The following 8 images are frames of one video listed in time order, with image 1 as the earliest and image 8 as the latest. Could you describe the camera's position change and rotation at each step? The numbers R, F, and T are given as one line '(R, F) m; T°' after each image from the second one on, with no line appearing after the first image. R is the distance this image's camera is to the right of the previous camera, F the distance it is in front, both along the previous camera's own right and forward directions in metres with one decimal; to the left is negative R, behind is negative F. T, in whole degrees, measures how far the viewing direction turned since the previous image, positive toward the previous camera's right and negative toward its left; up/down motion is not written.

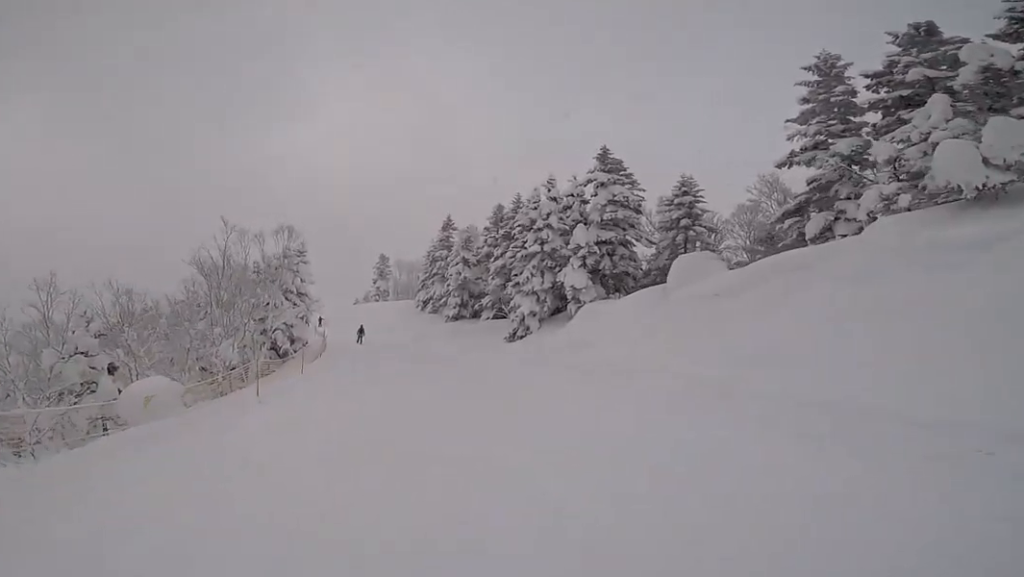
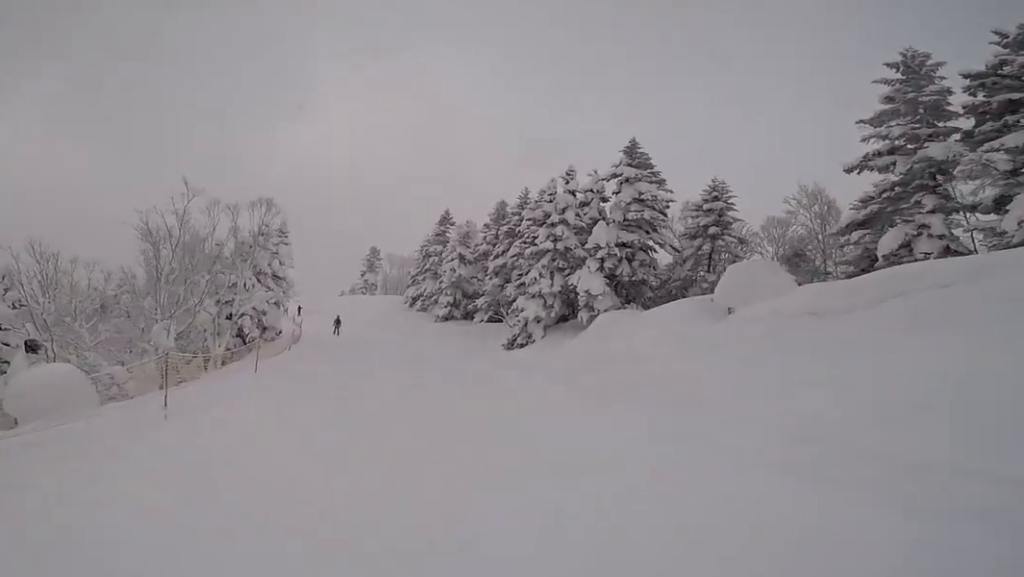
(+0.5, +2.9) m; 0°
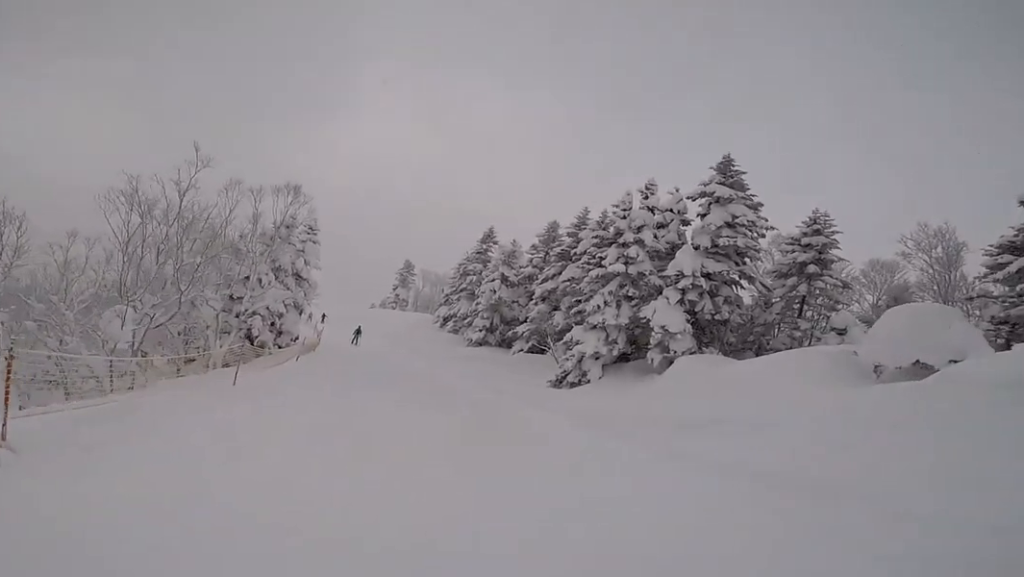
(+0.2, +3.0) m; -2°
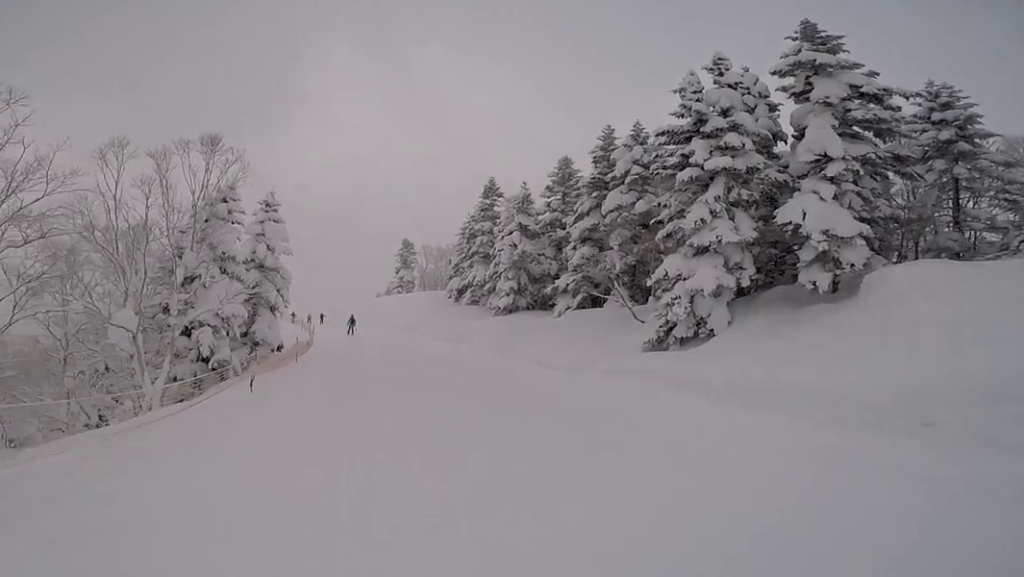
(-1.0, +5.9) m; -9°
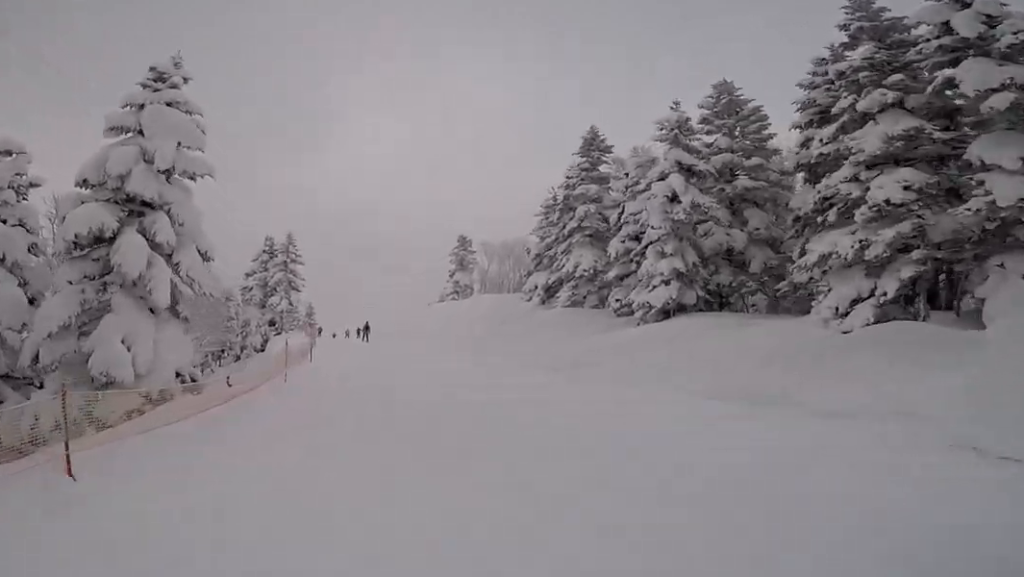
(0.0, +12.2) m; -1°
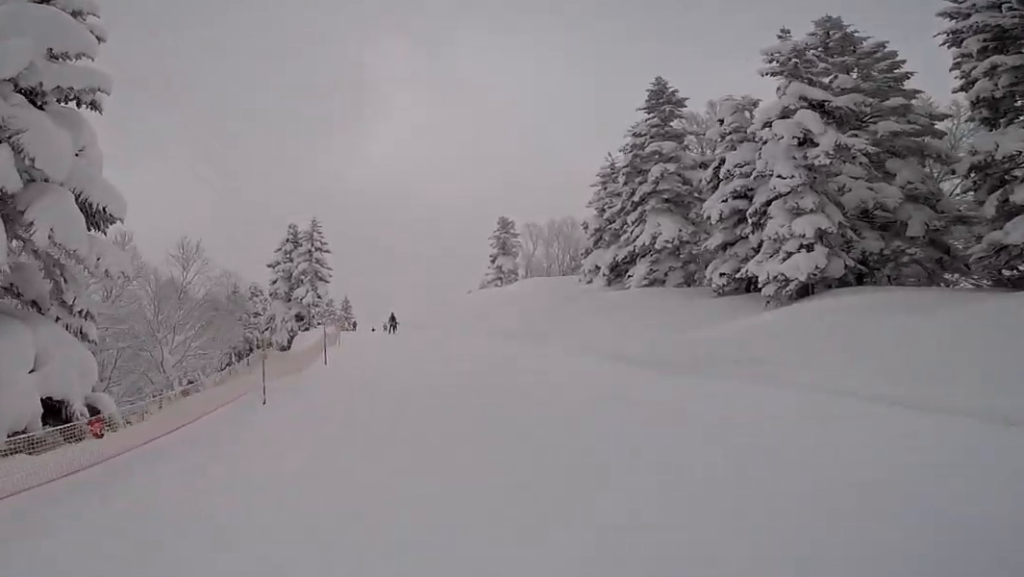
(0.0, +3.9) m; -7°
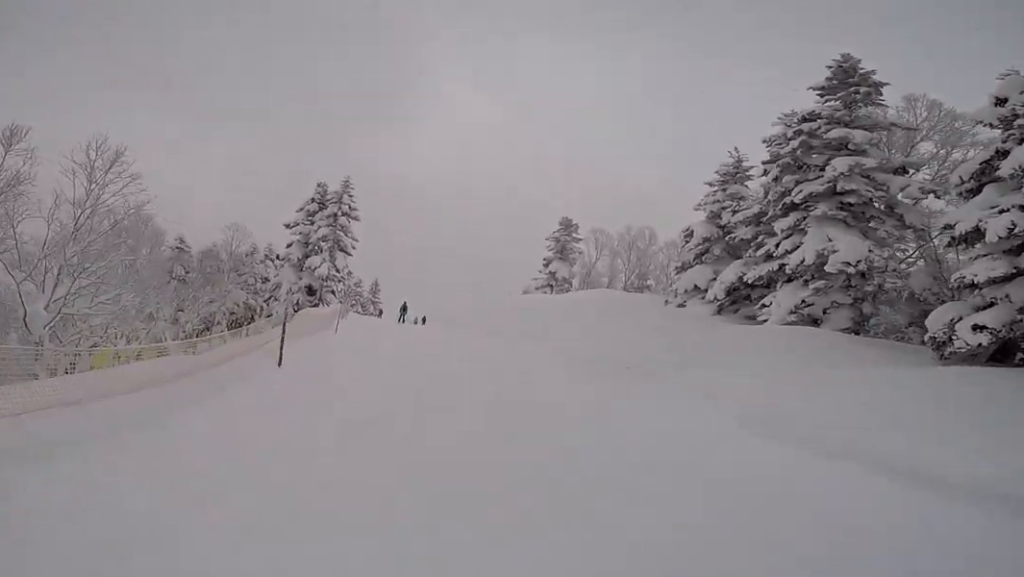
(-0.9, +6.0) m; -5°
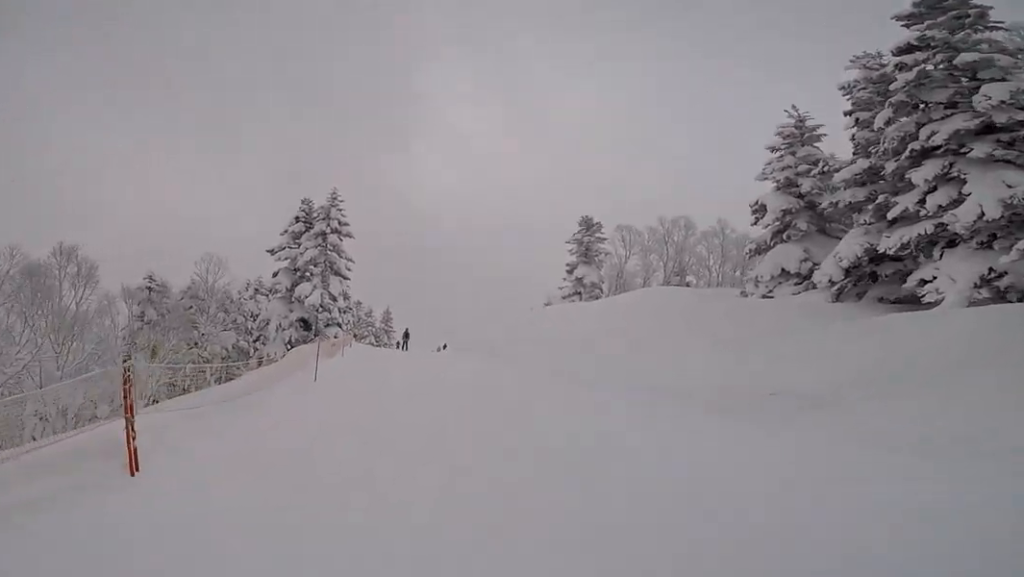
(+0.3, +4.3) m; +7°
